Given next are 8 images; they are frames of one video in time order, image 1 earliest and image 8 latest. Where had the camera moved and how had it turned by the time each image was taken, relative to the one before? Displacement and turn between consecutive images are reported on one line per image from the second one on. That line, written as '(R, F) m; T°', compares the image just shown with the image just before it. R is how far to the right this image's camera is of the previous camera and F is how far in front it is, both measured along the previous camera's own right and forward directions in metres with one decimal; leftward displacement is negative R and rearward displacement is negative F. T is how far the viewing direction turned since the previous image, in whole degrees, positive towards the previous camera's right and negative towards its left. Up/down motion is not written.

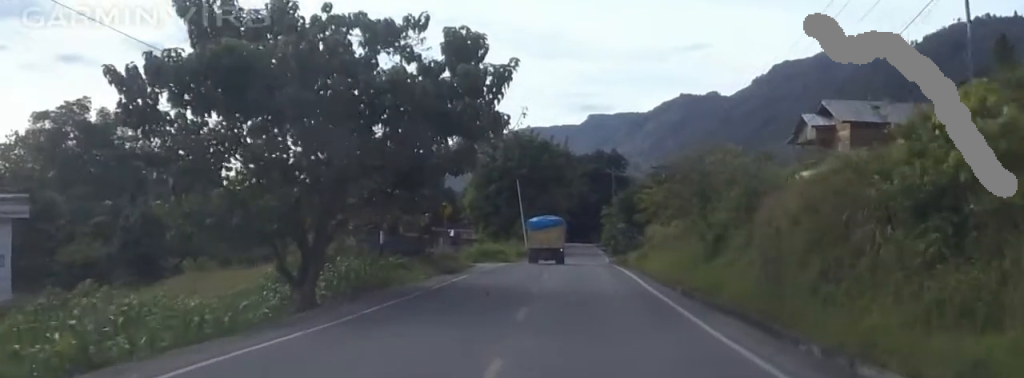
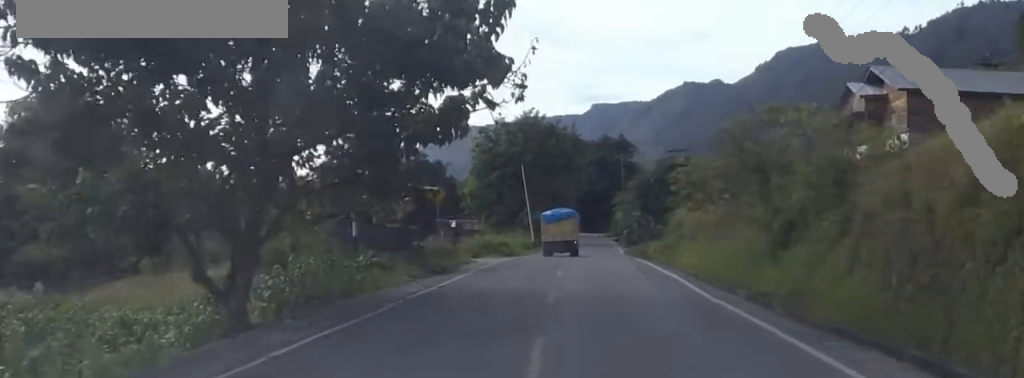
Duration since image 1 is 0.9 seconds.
(-0.4, +7.6) m; -5°
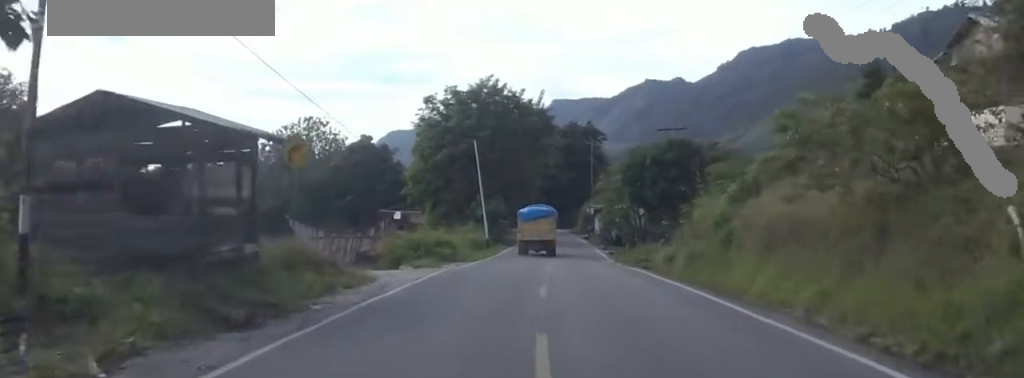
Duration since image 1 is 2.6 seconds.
(-1.5, +17.4) m; -2°
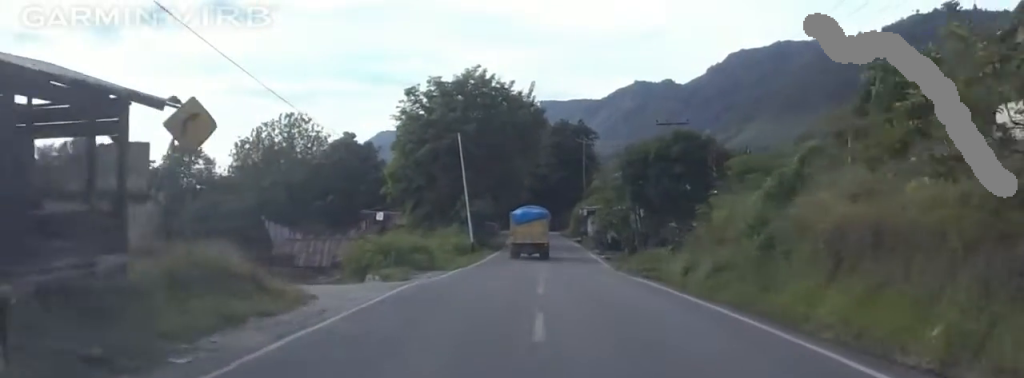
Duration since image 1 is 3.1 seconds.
(0.0, +5.2) m; +3°
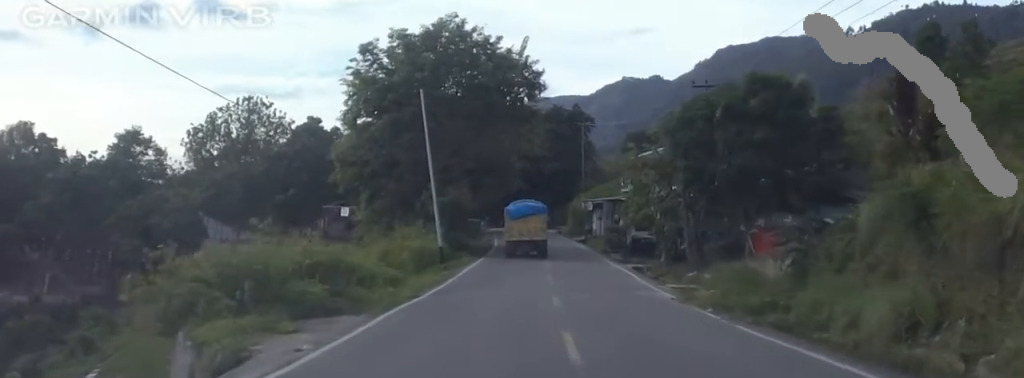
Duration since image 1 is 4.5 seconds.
(+1.6, +16.2) m; +6°
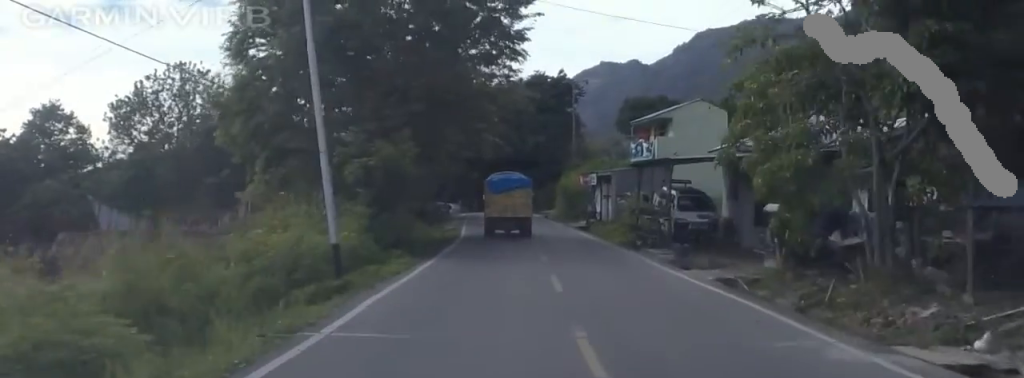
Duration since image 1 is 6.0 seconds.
(0.0, +17.4) m; 0°
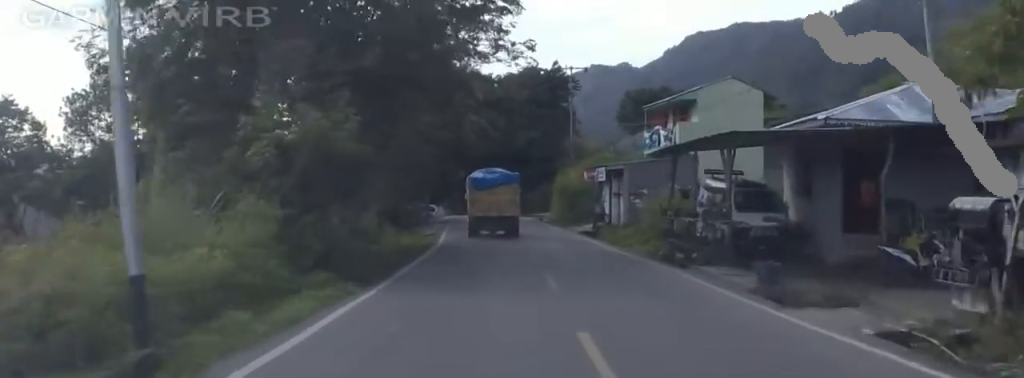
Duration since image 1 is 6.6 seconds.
(0.0, +8.4) m; 0°
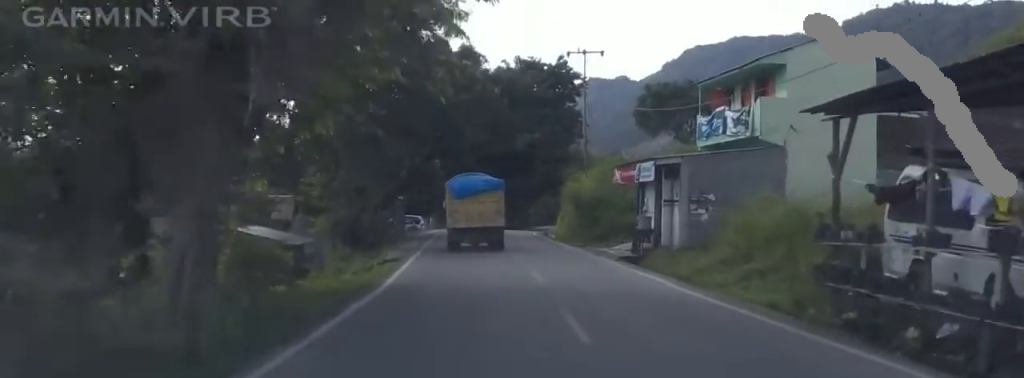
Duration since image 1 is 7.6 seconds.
(0.0, +12.5) m; -4°
